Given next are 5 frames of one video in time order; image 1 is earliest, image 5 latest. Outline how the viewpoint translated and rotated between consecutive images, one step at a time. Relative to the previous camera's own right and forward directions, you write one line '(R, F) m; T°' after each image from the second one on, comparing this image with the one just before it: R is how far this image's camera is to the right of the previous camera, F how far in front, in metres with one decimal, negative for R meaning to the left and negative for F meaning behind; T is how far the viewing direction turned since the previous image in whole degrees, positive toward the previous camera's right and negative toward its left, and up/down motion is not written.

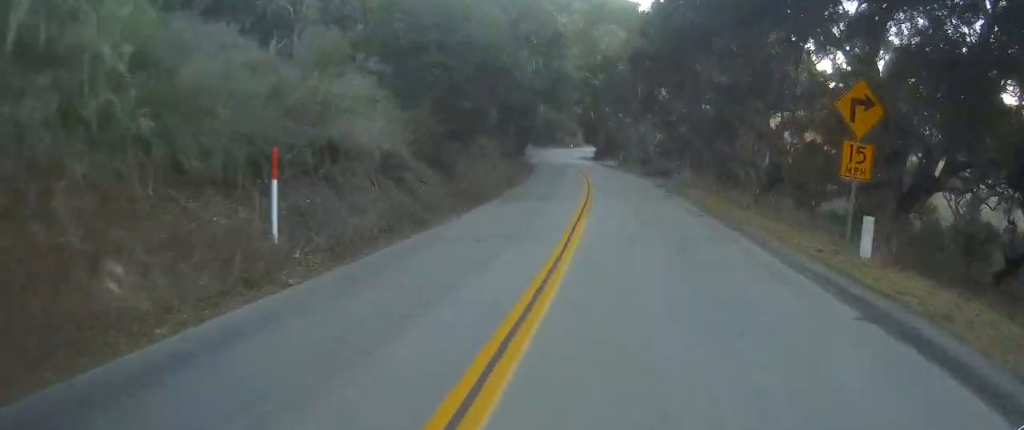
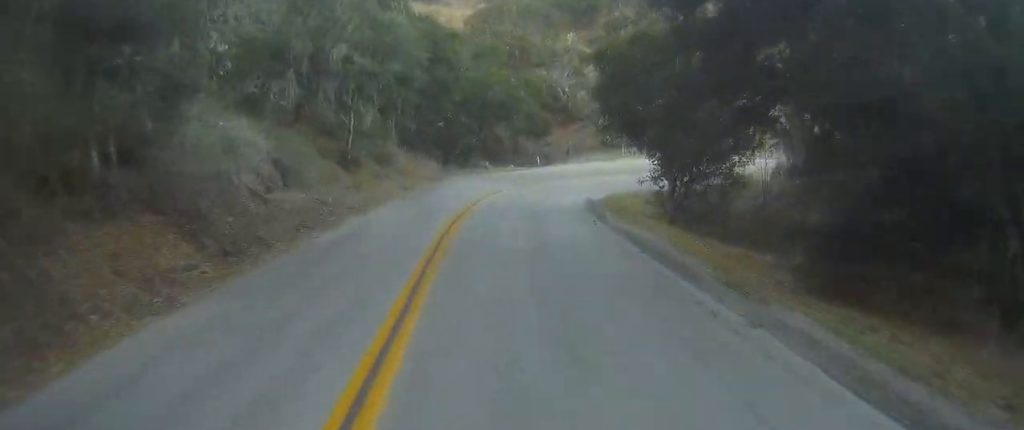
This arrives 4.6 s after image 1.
(-4.0, +79.6) m; -8°
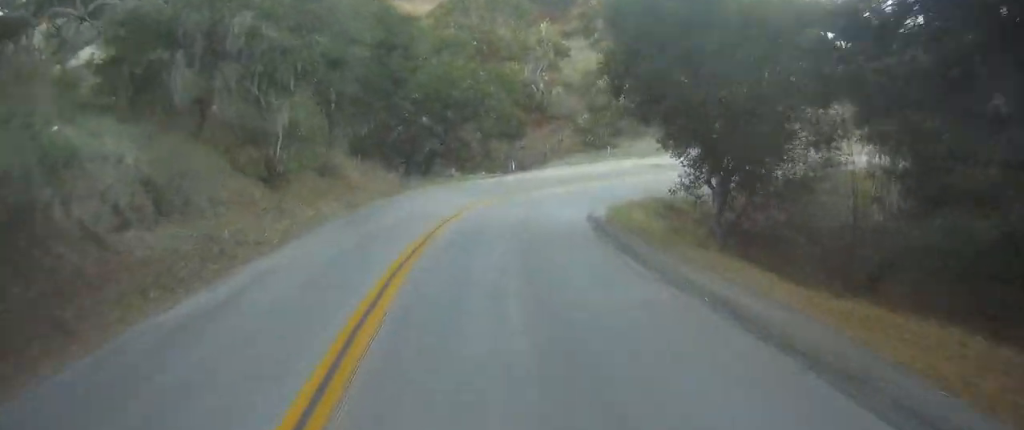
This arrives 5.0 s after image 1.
(0.0, +6.9) m; 0°
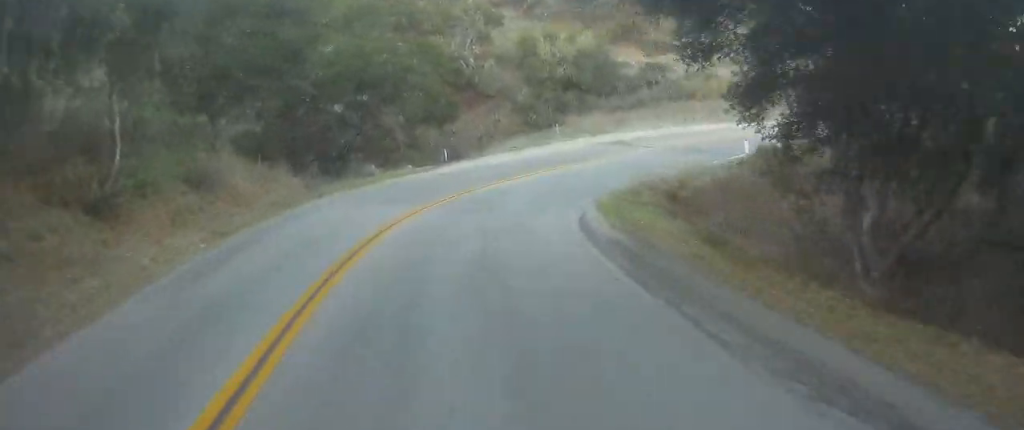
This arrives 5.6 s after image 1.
(0.0, +8.1) m; +3°
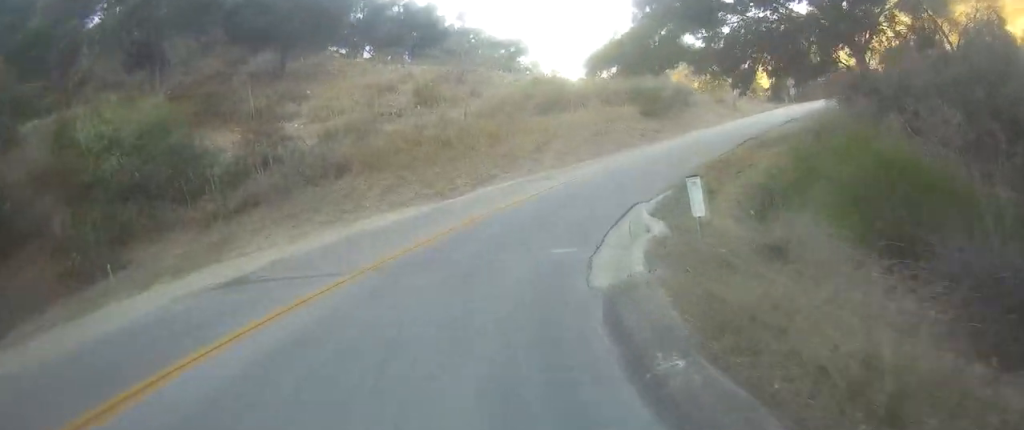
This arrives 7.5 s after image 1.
(+4.2, +21.1) m; +34°
